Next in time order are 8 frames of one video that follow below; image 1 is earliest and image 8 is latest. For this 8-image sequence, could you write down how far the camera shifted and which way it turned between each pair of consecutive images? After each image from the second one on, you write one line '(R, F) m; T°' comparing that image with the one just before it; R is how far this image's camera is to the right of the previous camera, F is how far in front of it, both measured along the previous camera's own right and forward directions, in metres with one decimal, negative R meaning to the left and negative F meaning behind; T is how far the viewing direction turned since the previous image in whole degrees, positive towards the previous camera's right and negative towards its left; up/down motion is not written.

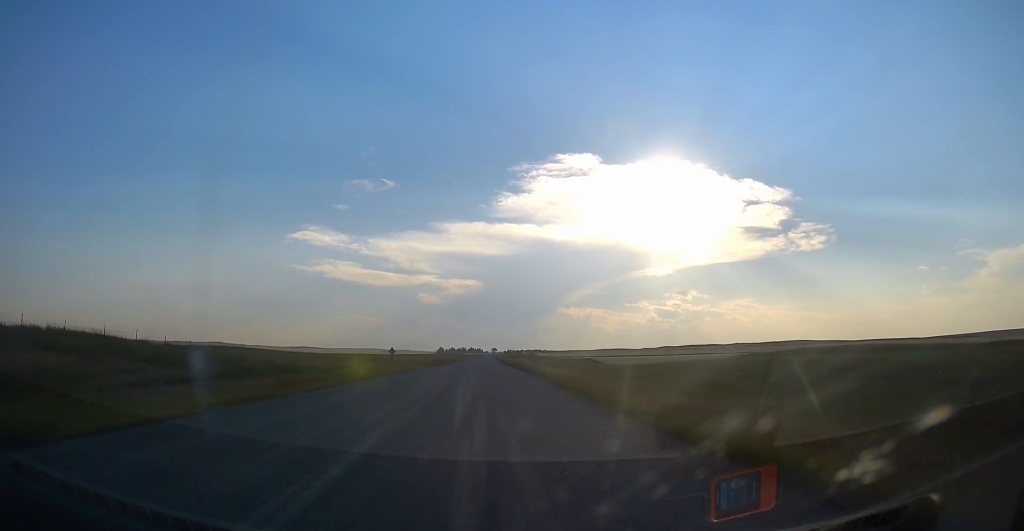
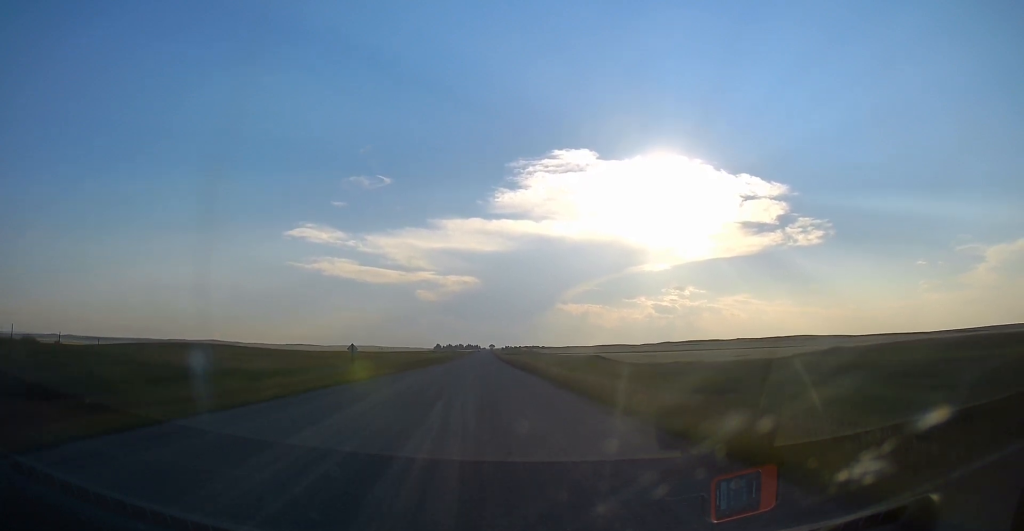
(0.0, +18.3) m; +2°
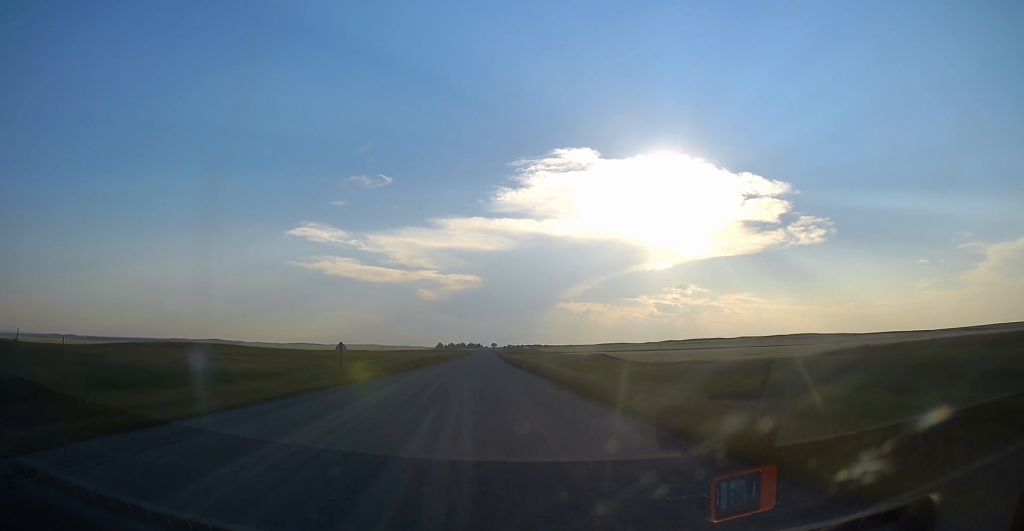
(0.0, +4.3) m; 0°
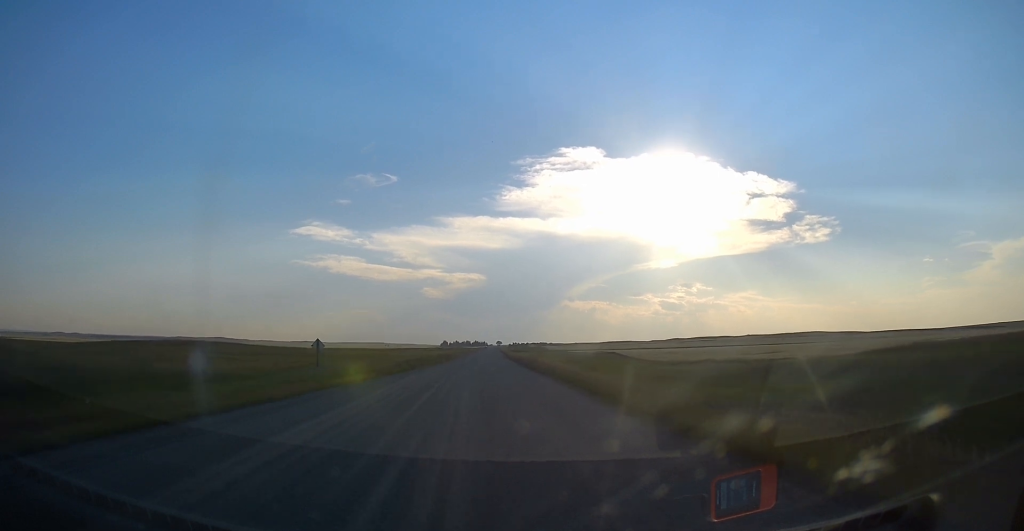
(0.0, +7.0) m; 0°
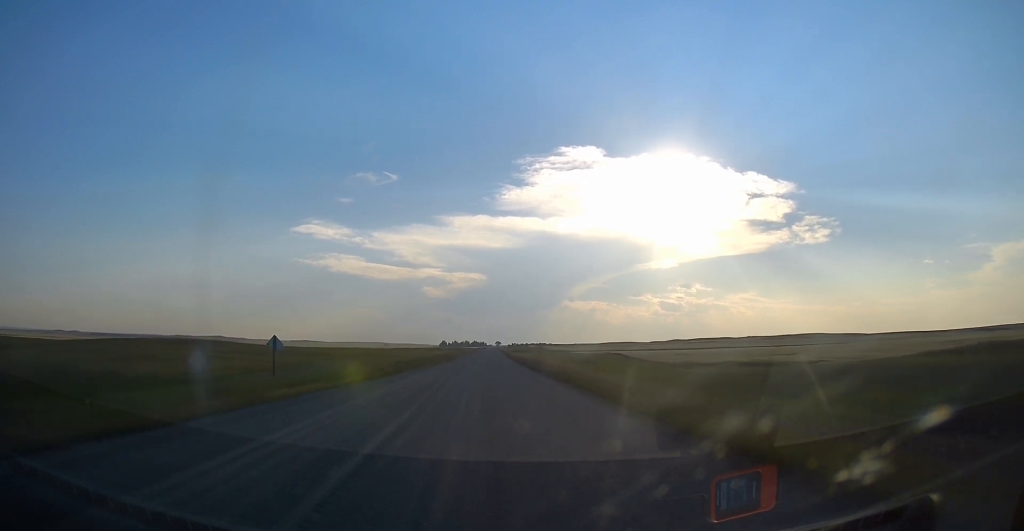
(0.0, +7.3) m; 0°
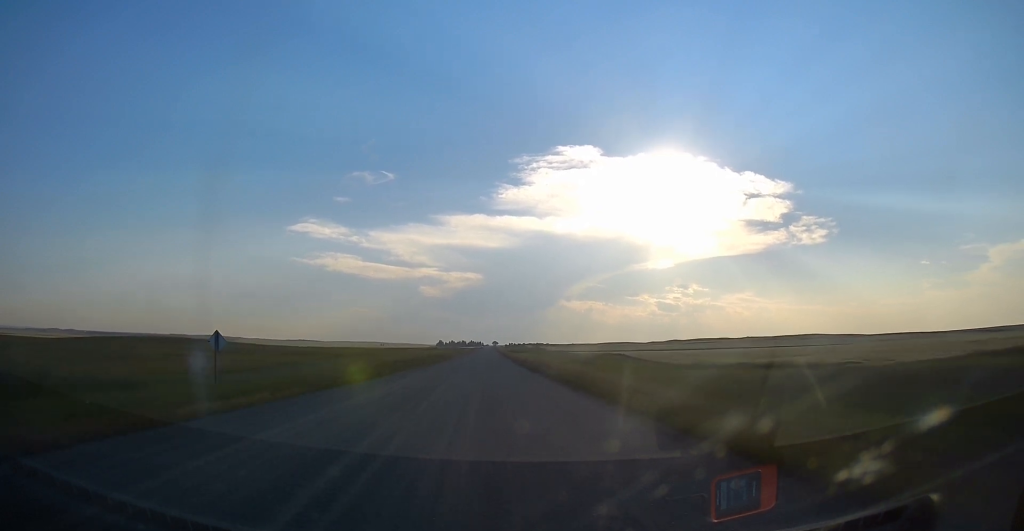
(0.0, +6.0) m; -1°
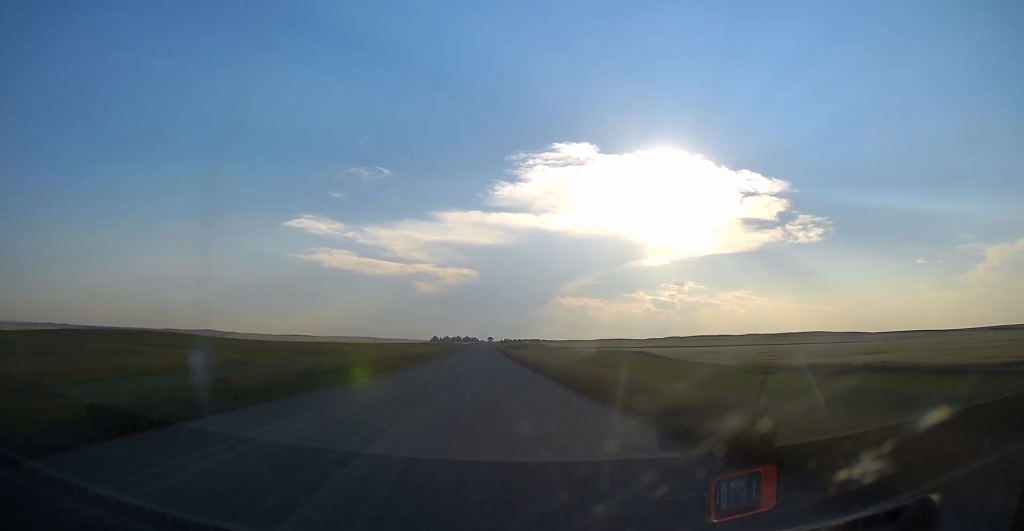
(-0.7, +23.1) m; -1°
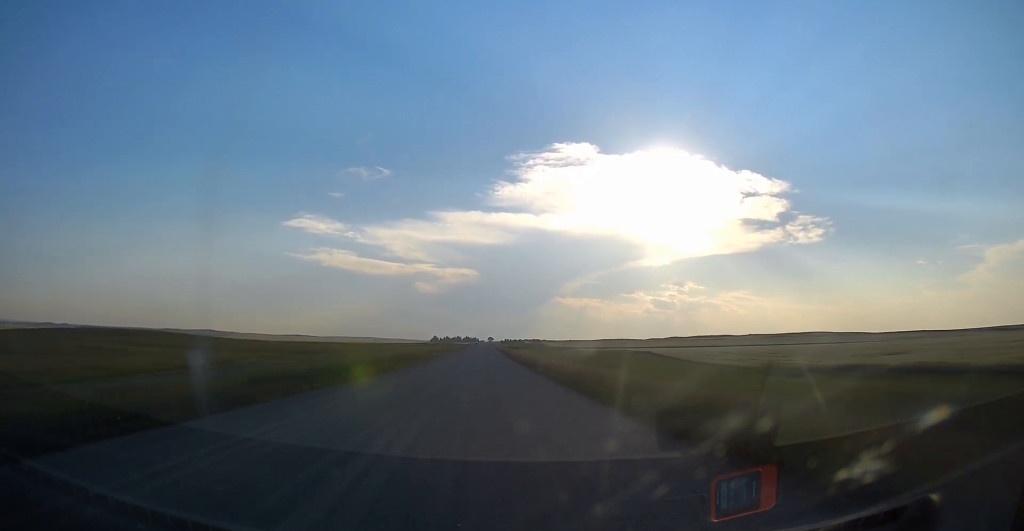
(+0.1, +5.3) m; +1°
